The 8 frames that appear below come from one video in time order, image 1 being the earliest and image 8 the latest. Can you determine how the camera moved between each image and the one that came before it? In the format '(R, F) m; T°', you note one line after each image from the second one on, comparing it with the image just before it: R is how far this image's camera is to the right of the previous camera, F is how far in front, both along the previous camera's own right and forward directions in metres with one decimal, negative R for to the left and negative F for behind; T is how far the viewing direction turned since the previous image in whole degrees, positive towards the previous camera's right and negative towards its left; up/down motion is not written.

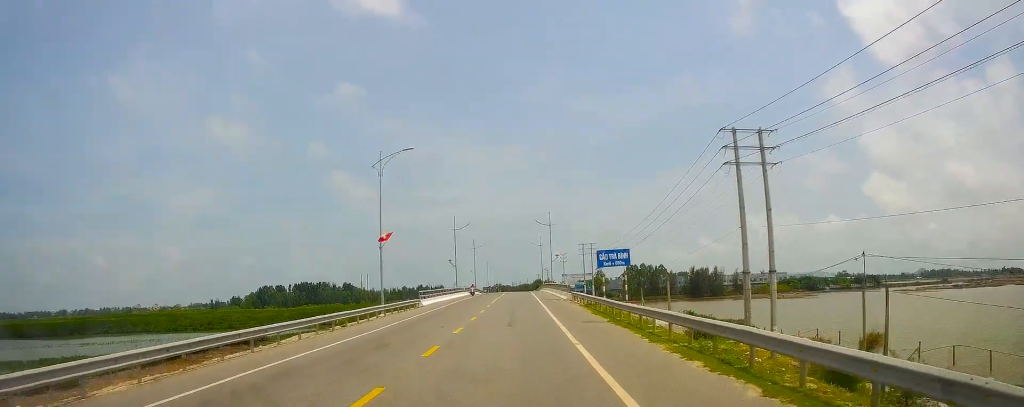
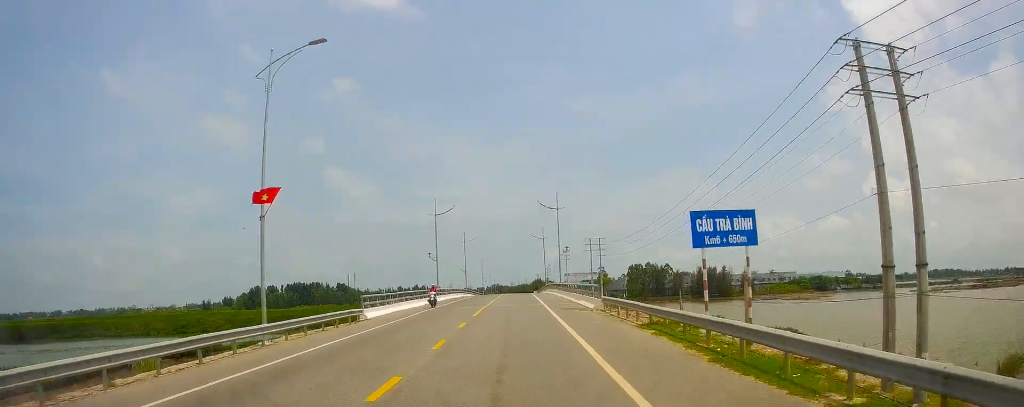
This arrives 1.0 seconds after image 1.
(+0.3, +17.7) m; +1°
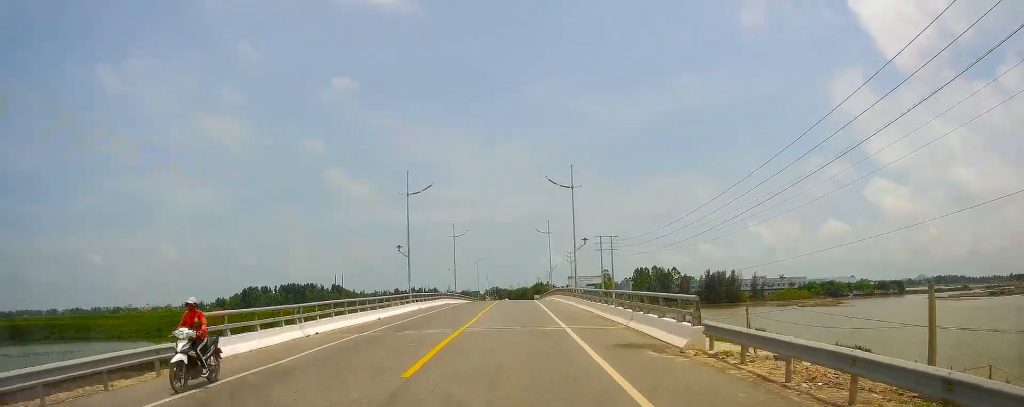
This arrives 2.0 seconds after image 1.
(0.0, +16.4) m; 0°
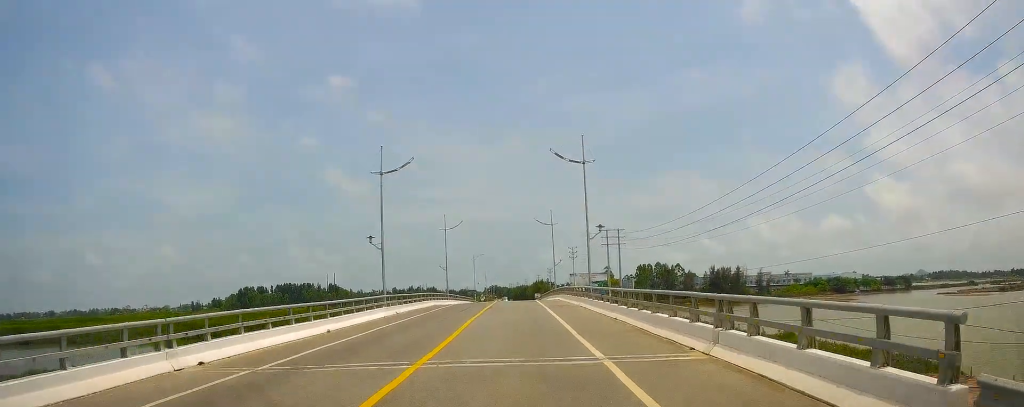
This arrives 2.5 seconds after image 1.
(-0.3, +9.0) m; 0°
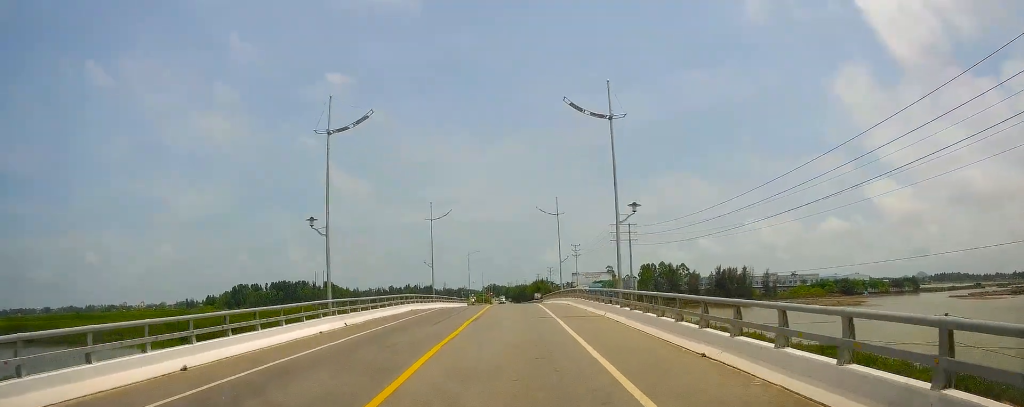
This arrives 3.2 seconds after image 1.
(+0.3, +11.1) m; 0°
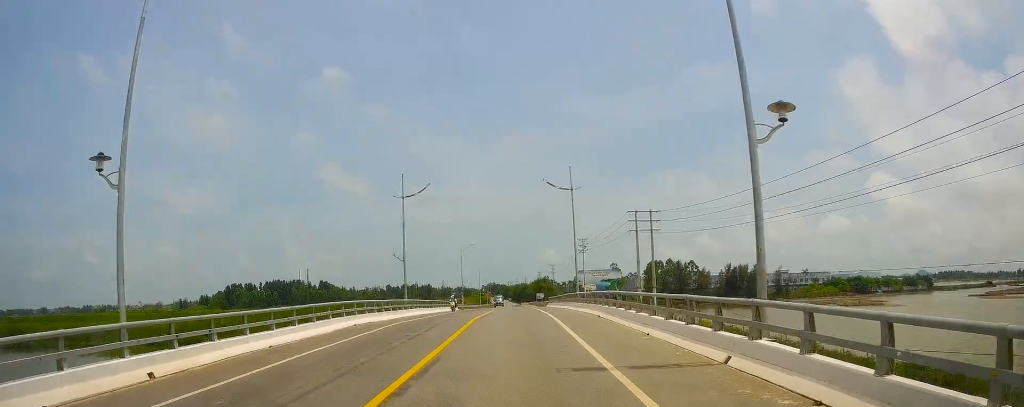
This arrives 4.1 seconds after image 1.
(-0.1, +15.3) m; -1°
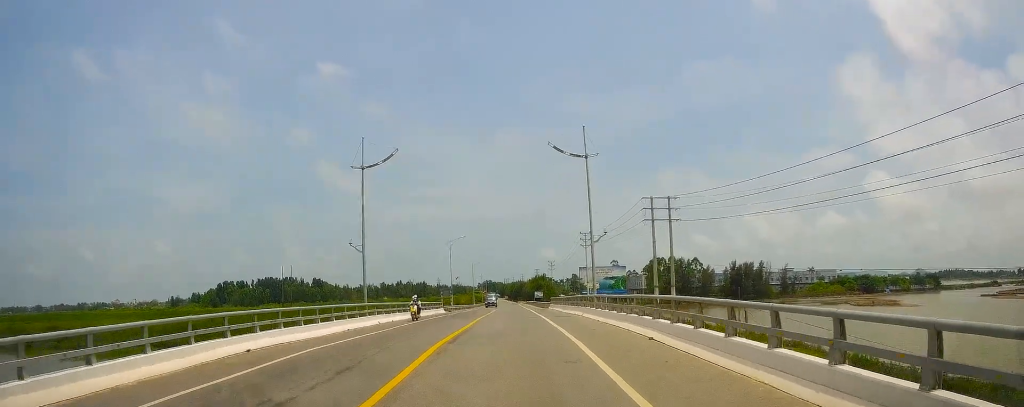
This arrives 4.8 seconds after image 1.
(-0.2, +11.3) m; 0°
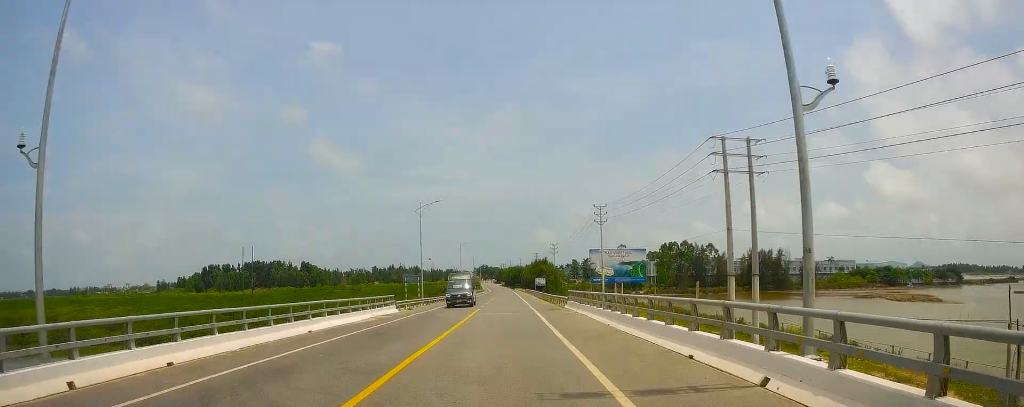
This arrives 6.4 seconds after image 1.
(+1.2, +24.7) m; +4°
